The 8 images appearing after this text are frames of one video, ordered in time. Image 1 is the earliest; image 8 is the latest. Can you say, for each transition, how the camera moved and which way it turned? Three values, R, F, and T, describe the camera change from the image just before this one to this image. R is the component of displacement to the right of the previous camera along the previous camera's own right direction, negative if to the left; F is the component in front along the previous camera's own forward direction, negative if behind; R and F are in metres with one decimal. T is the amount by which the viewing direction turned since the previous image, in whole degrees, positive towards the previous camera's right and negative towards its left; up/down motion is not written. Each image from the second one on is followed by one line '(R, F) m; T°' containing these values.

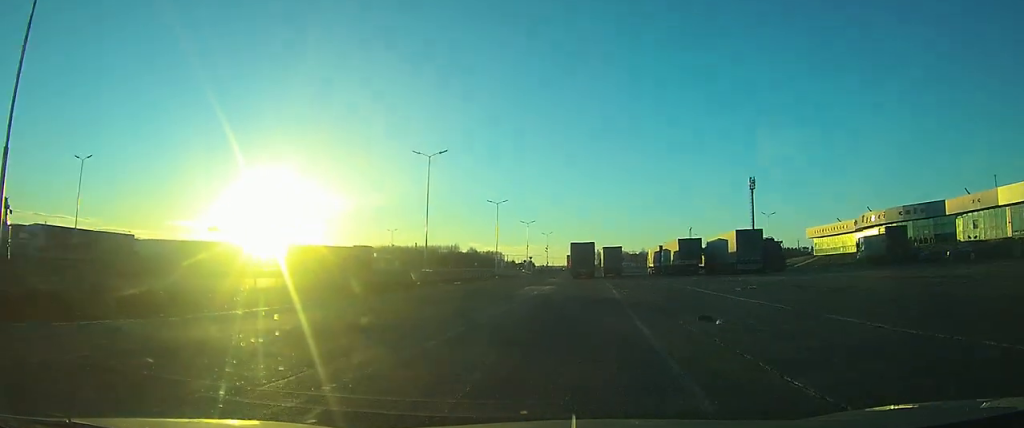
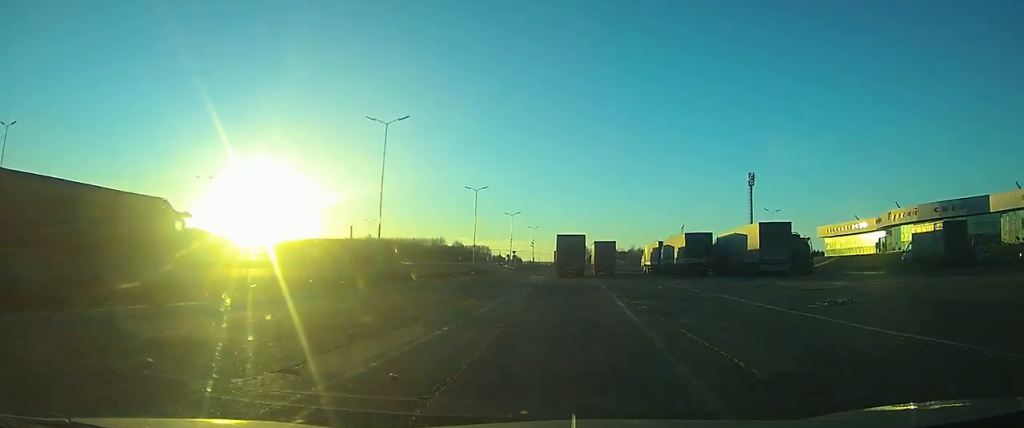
(0.0, +9.6) m; 0°
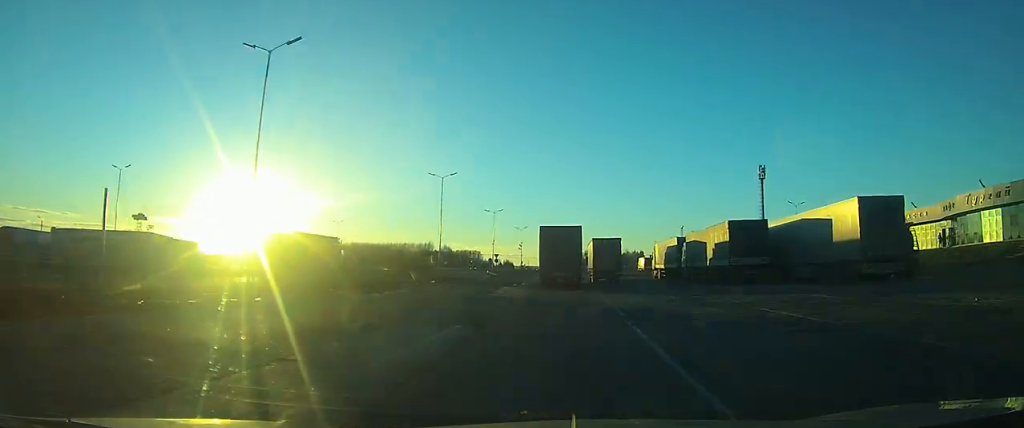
(-0.1, +17.7) m; +1°
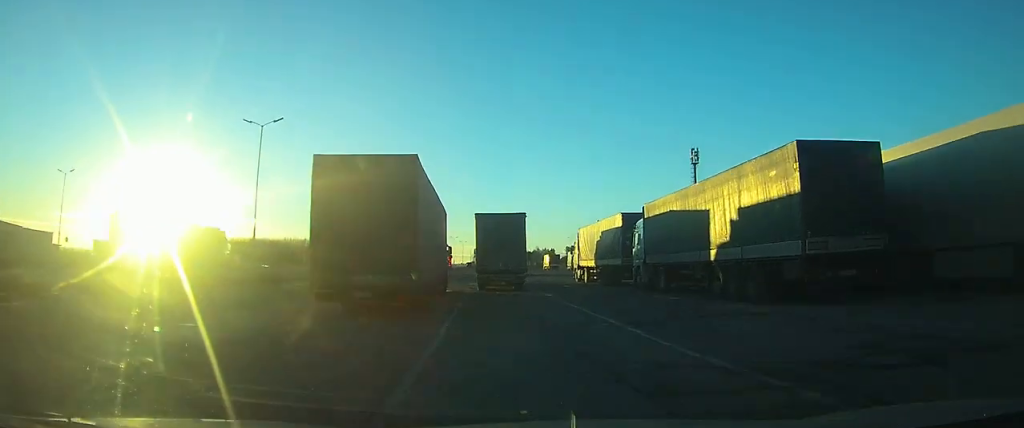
(+1.3, +24.9) m; +5°
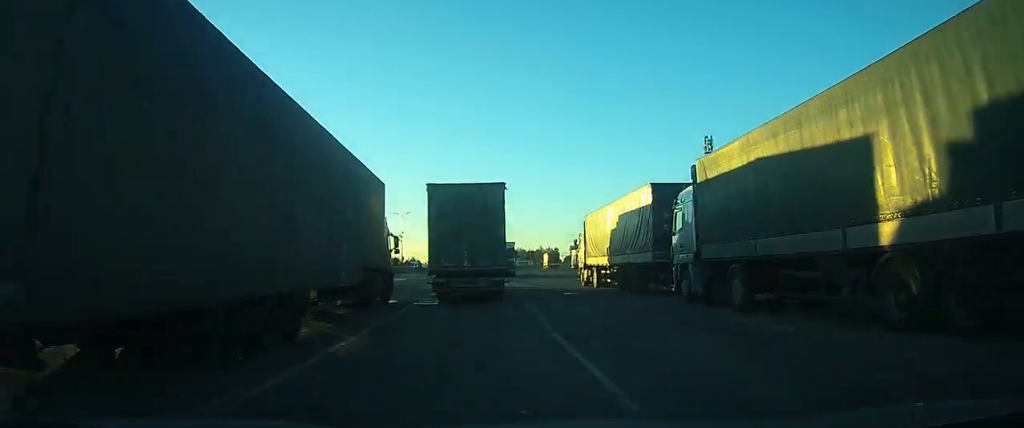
(+0.2, +10.8) m; +1°
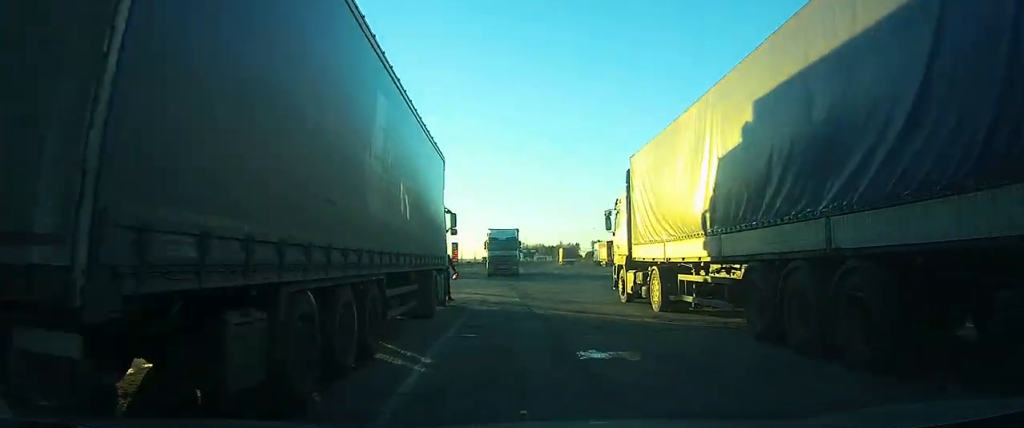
(0.0, +16.4) m; -2°
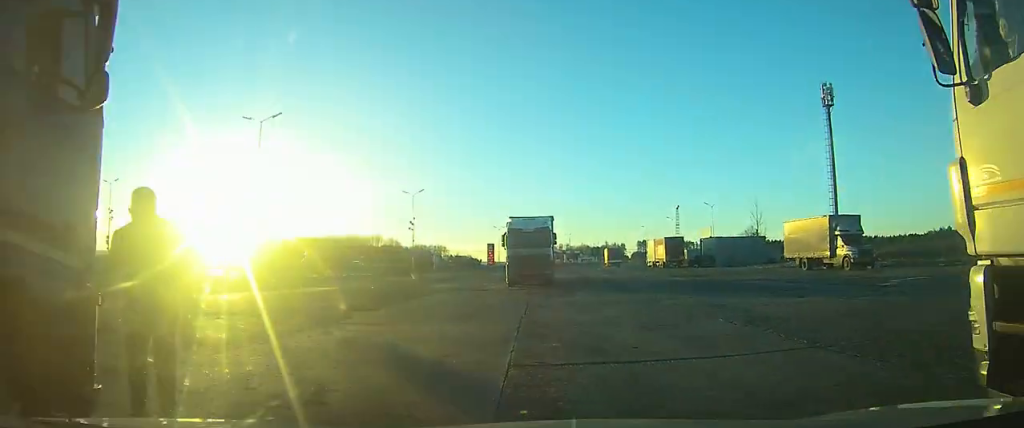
(-0.4, +15.1) m; -2°
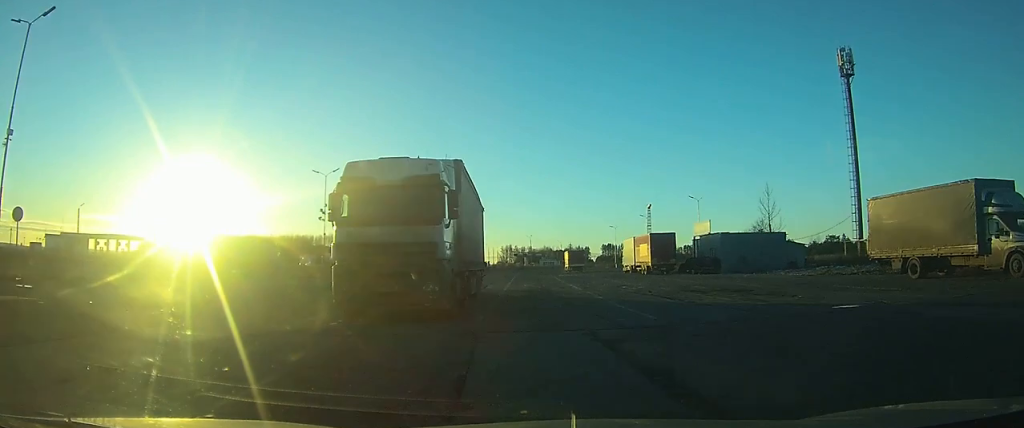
(0.0, +19.9) m; +1°
